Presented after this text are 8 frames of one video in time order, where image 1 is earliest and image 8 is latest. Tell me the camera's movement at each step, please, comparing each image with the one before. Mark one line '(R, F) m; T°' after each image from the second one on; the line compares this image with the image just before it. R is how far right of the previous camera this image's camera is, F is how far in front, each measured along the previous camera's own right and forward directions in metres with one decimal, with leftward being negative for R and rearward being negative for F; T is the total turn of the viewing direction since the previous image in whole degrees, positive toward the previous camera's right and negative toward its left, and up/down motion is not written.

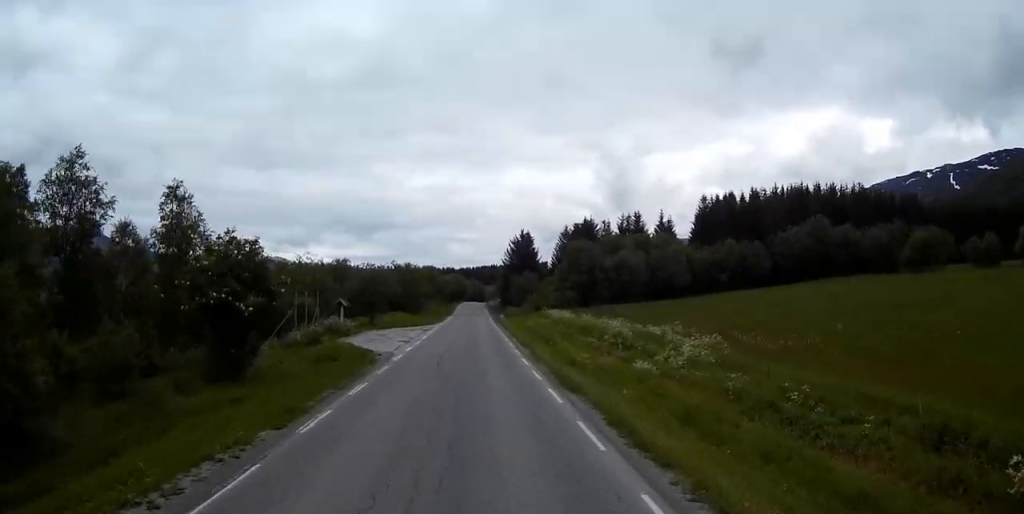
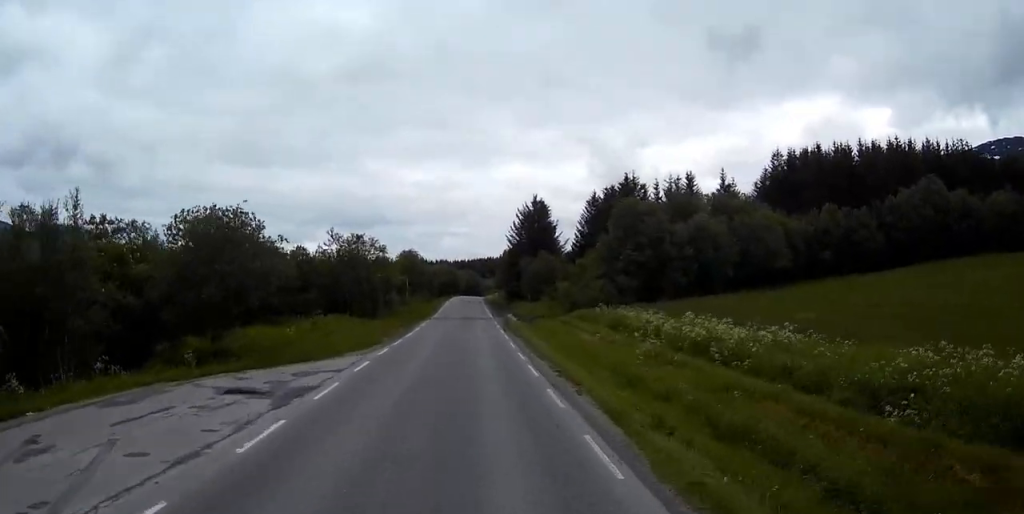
(+0.2, +44.6) m; 0°
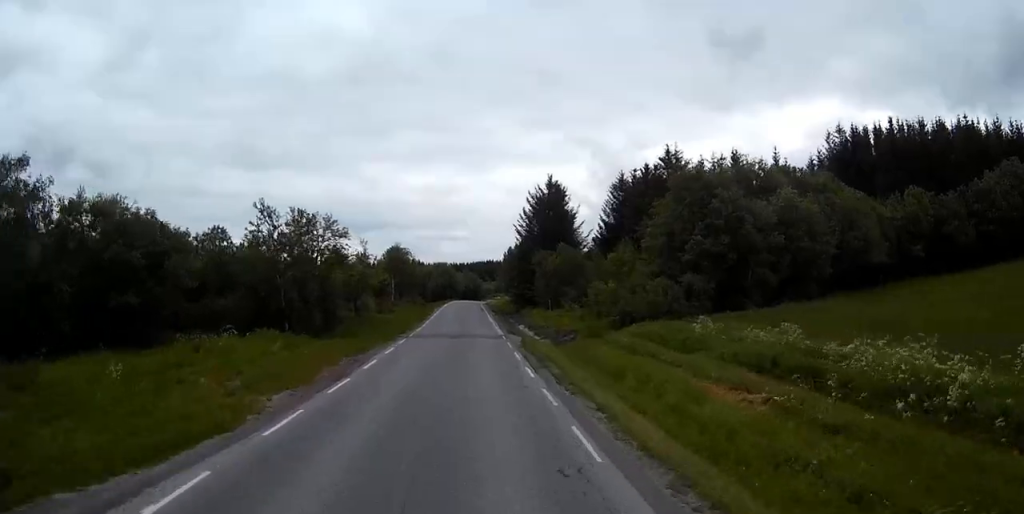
(0.0, +23.0) m; 0°
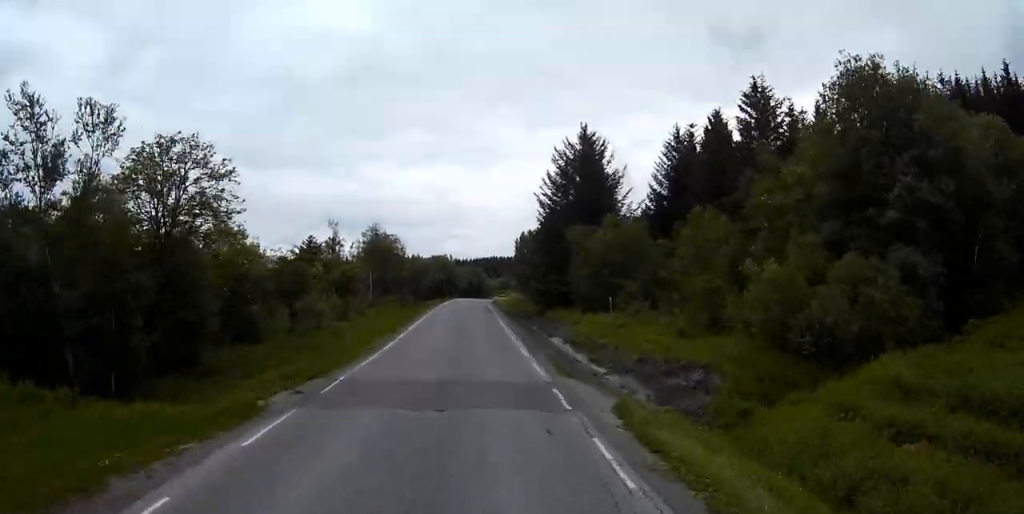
(0.0, +25.2) m; 0°
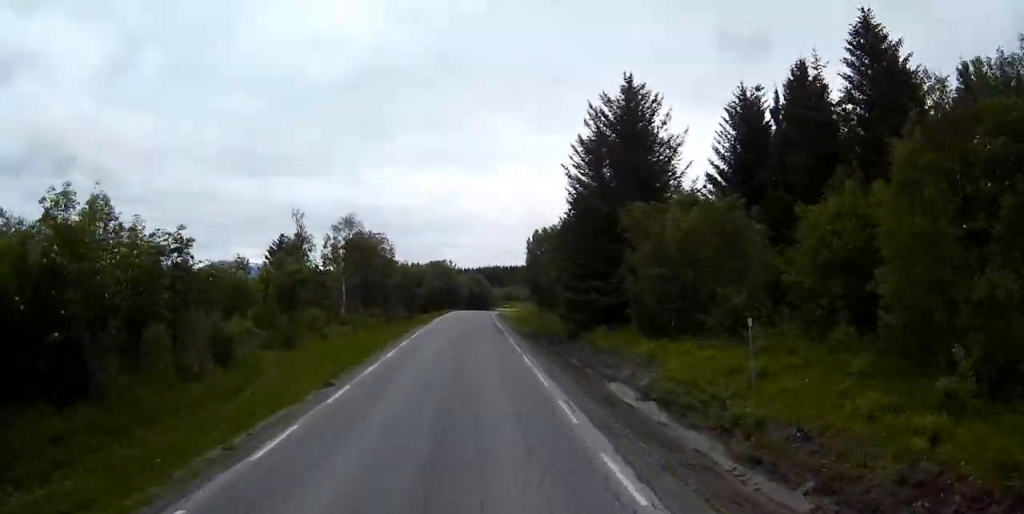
(0.0, +17.7) m; 0°
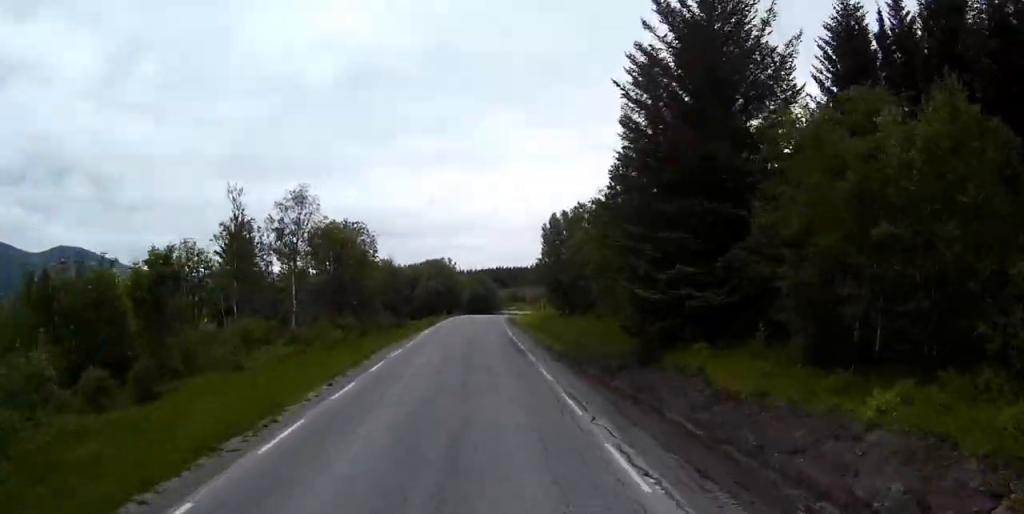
(0.0, +17.3) m; 0°
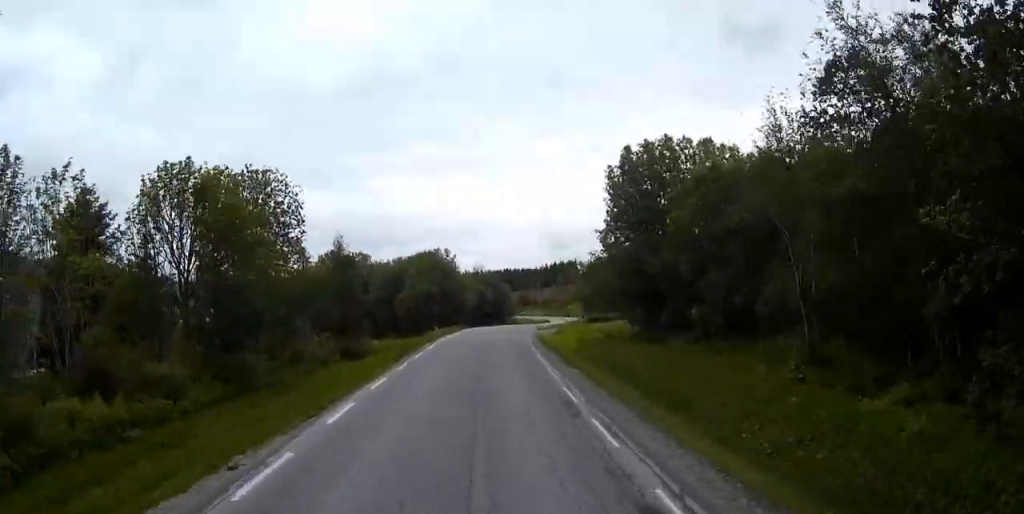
(+0.2, +32.1) m; +1°
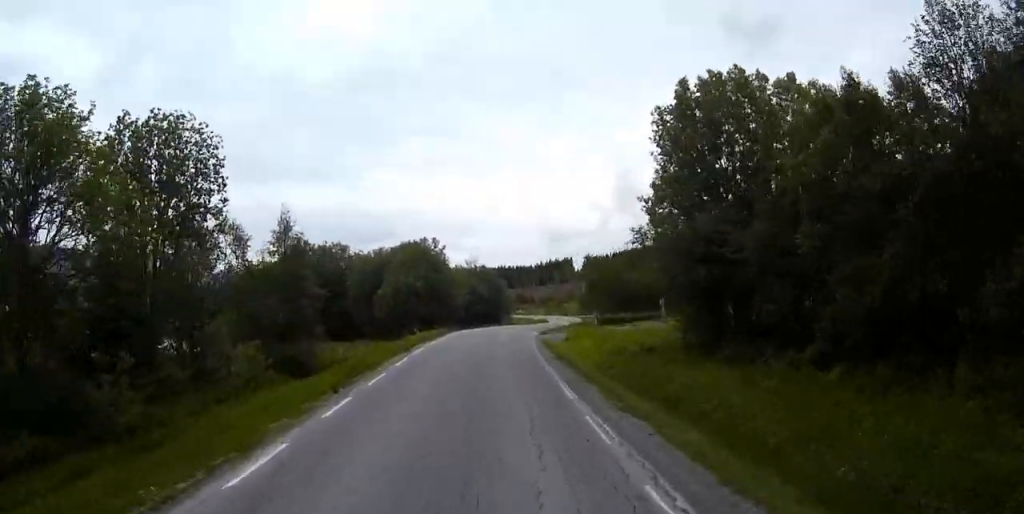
(0.0, +12.3) m; 0°
